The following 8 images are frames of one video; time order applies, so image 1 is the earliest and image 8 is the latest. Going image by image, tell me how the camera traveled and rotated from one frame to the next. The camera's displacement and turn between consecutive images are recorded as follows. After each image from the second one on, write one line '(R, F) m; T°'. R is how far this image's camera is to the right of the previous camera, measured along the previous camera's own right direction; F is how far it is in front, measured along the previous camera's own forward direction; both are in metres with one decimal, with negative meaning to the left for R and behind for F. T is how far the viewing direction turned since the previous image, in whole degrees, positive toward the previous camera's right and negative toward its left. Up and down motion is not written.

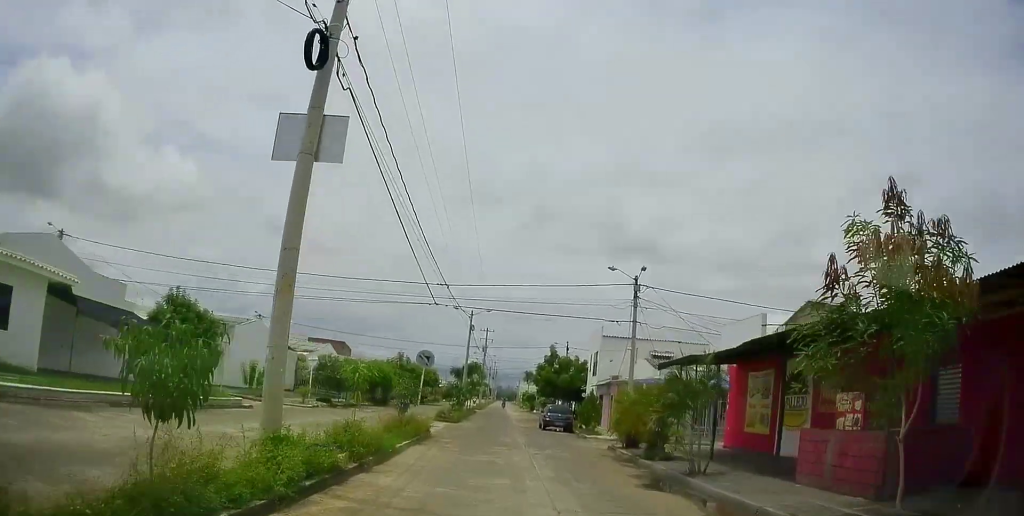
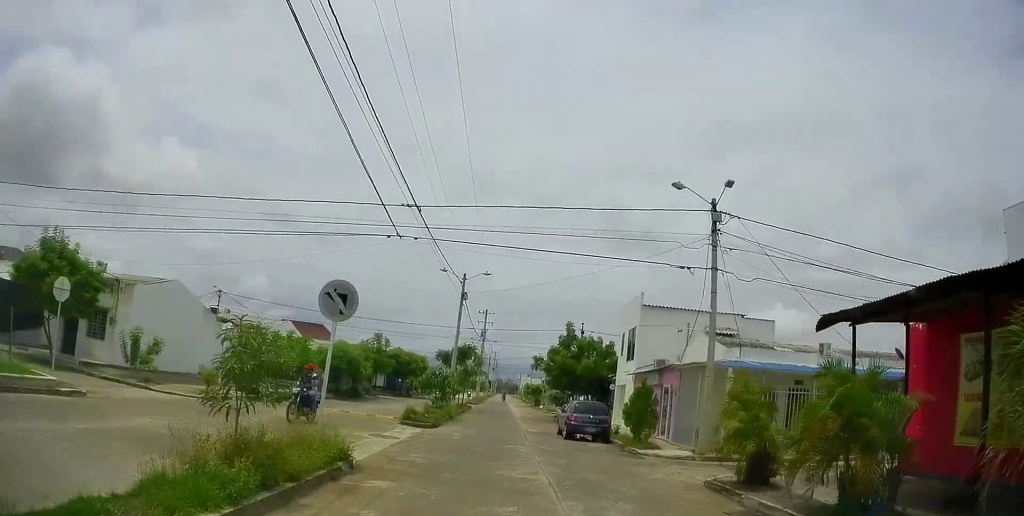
(-0.1, +10.6) m; 0°
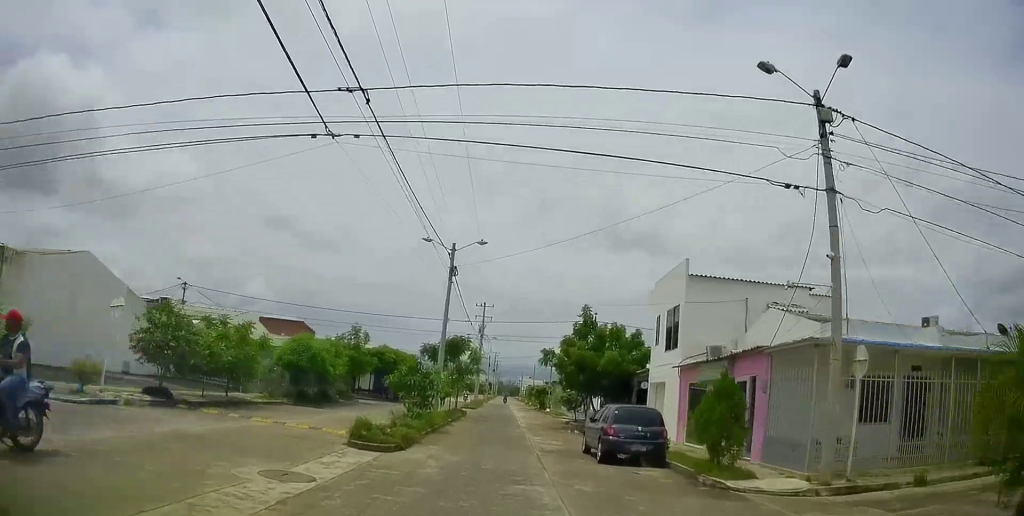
(0.0, +6.5) m; 0°
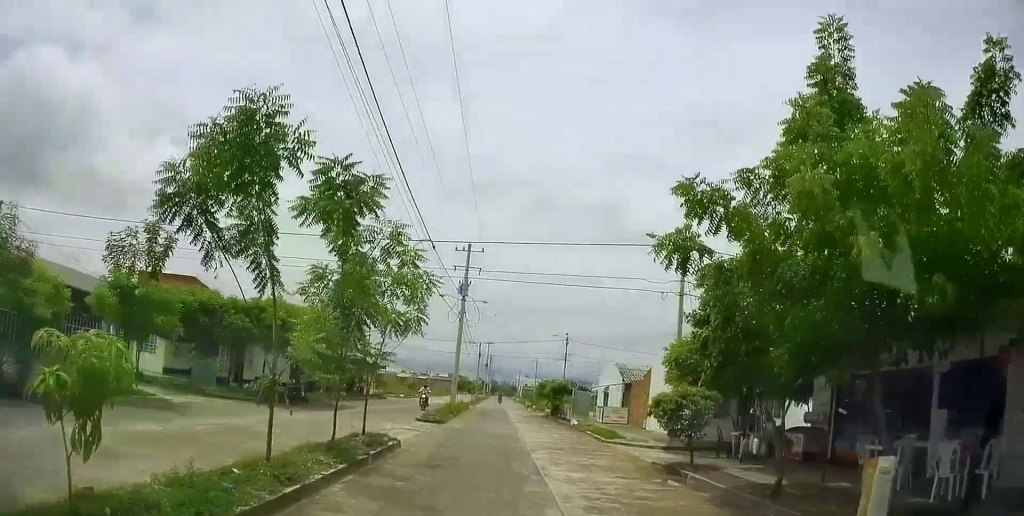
(+0.1, +22.9) m; +1°
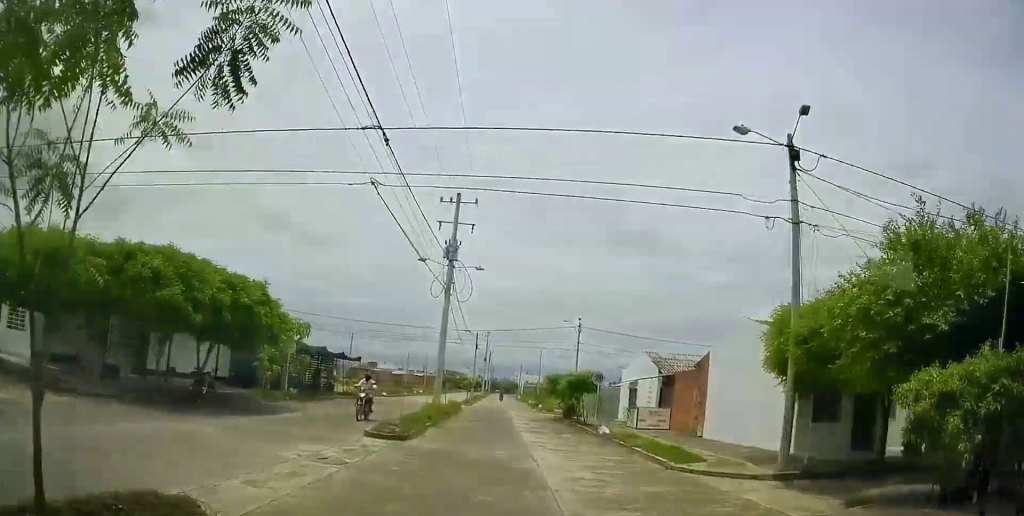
(+0.2, +9.4) m; +1°
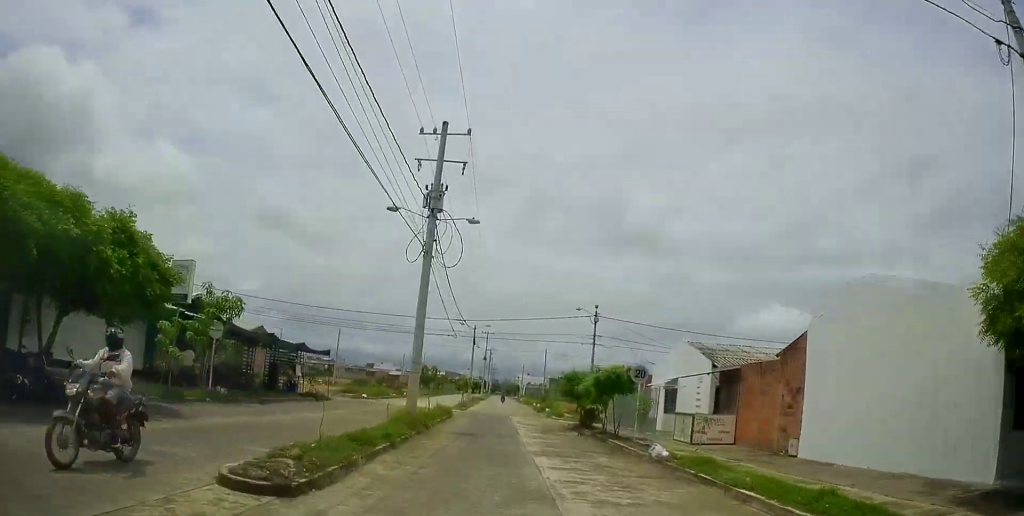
(0.0, +8.2) m; -1°
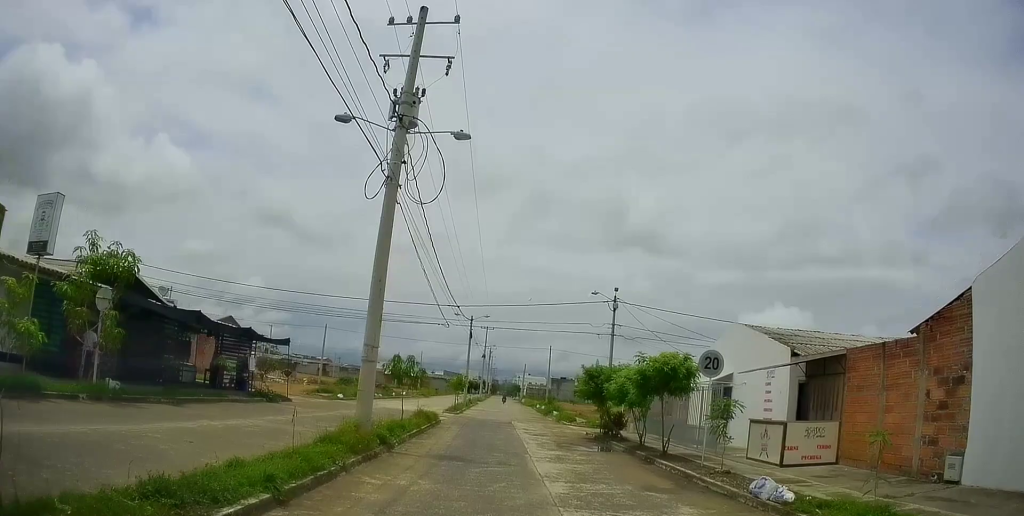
(+0.1, +6.8) m; -2°
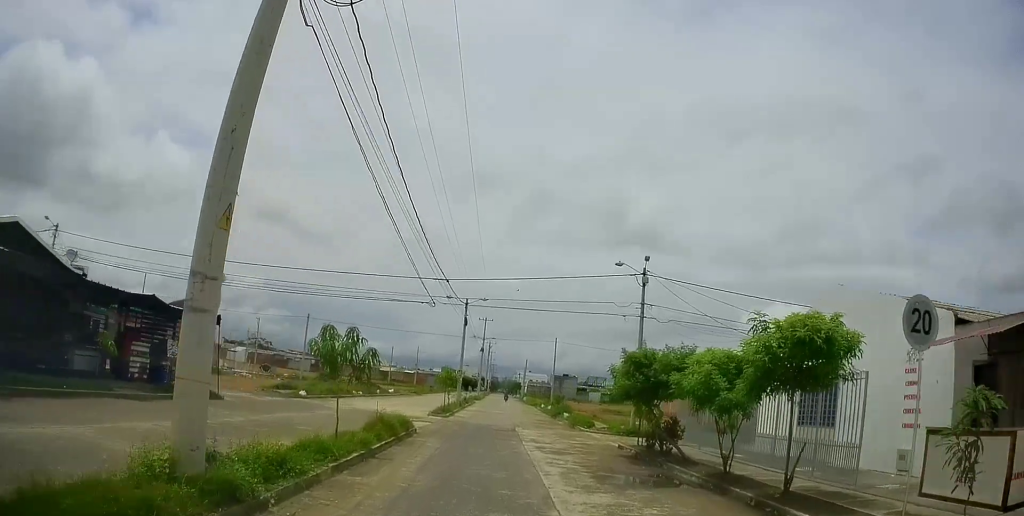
(-0.2, +7.1) m; -2°
